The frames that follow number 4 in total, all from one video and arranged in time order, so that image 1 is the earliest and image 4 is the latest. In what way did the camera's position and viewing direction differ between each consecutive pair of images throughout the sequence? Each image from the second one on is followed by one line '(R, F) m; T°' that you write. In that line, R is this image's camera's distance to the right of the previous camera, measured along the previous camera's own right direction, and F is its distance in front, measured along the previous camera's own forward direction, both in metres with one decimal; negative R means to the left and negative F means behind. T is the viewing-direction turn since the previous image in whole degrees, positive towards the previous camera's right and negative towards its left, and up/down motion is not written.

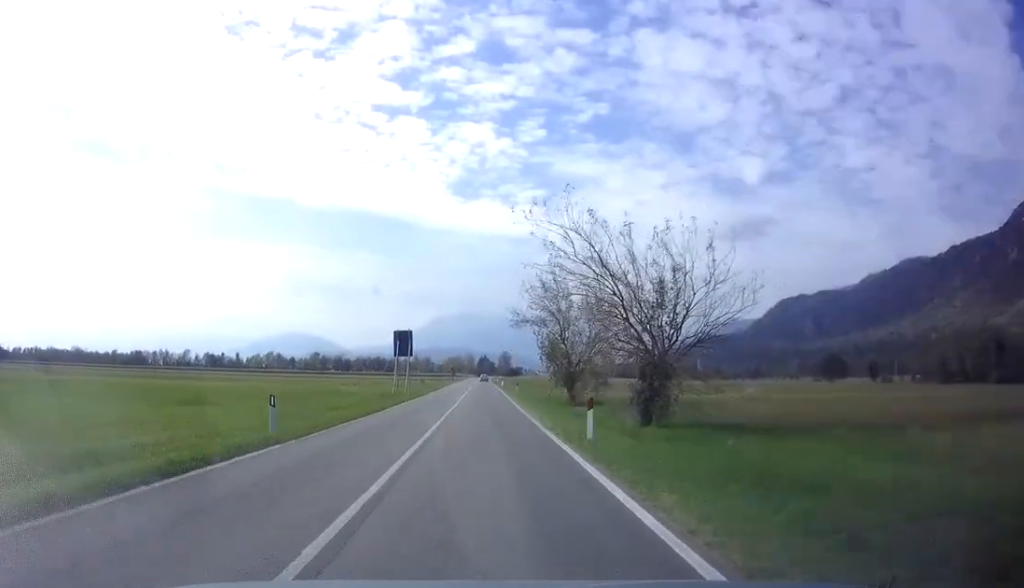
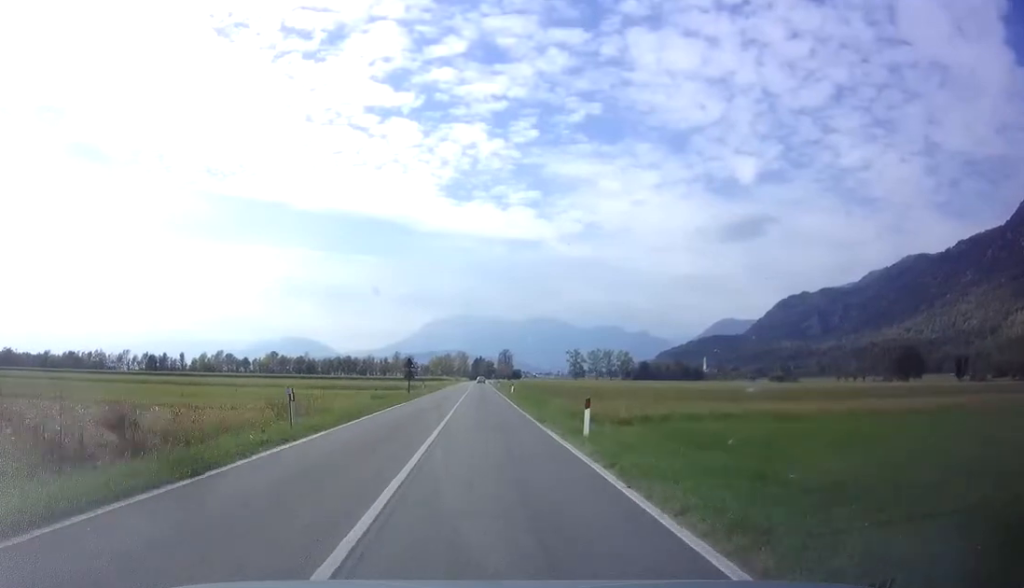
(+1.0, +63.0) m; 0°
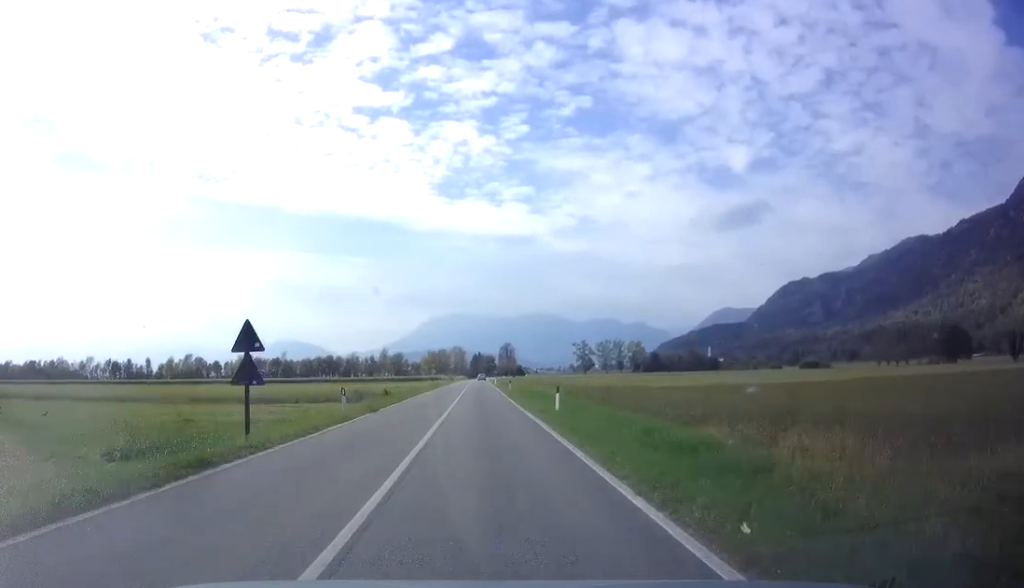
(-0.3, +31.2) m; 0°
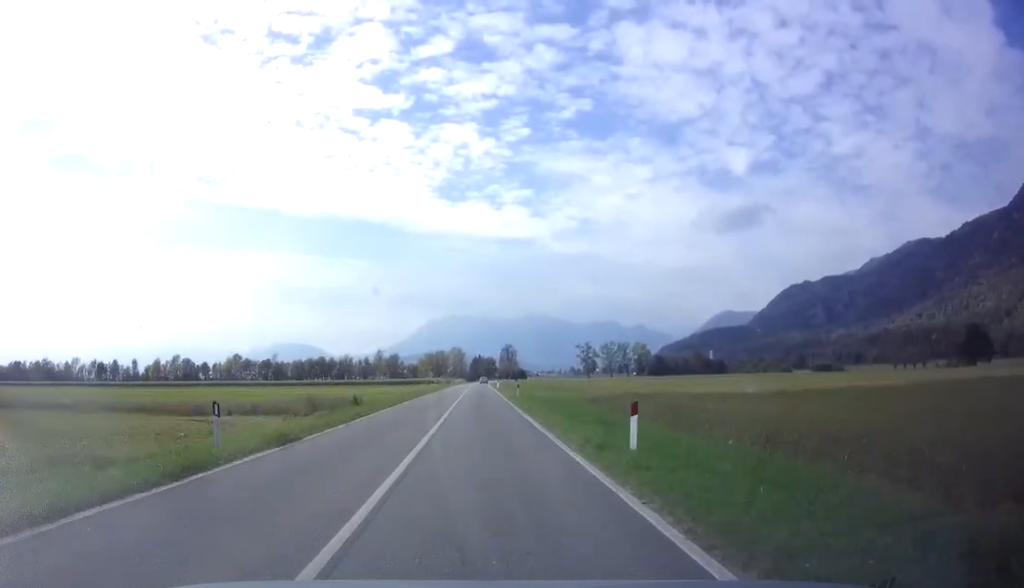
(+0.2, +10.9) m; +1°
